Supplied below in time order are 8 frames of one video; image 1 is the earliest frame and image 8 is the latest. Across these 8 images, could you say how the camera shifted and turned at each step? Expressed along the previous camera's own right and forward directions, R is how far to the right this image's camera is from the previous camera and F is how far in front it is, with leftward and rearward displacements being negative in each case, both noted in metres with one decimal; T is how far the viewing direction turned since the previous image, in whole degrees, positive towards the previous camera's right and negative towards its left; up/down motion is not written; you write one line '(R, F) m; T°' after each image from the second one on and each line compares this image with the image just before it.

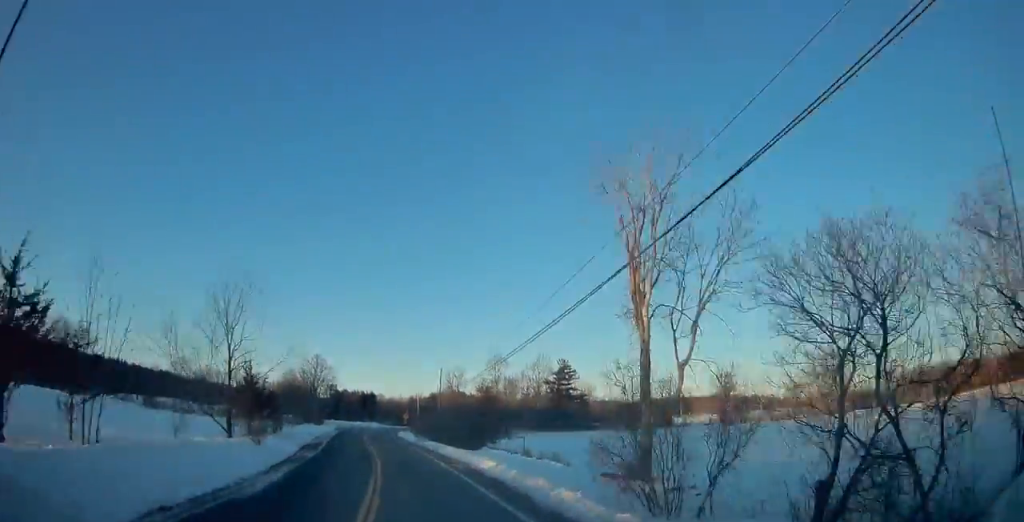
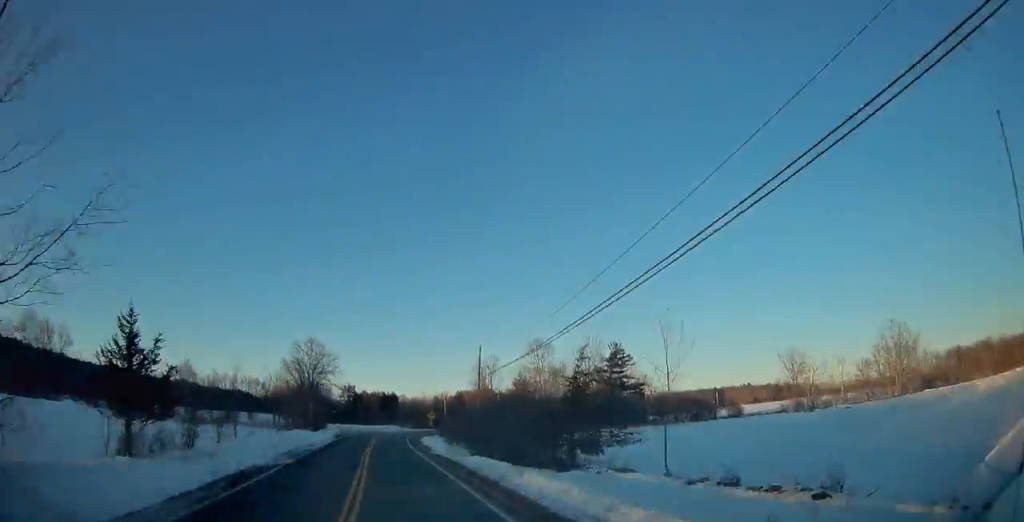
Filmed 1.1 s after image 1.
(-0.3, +20.9) m; -1°
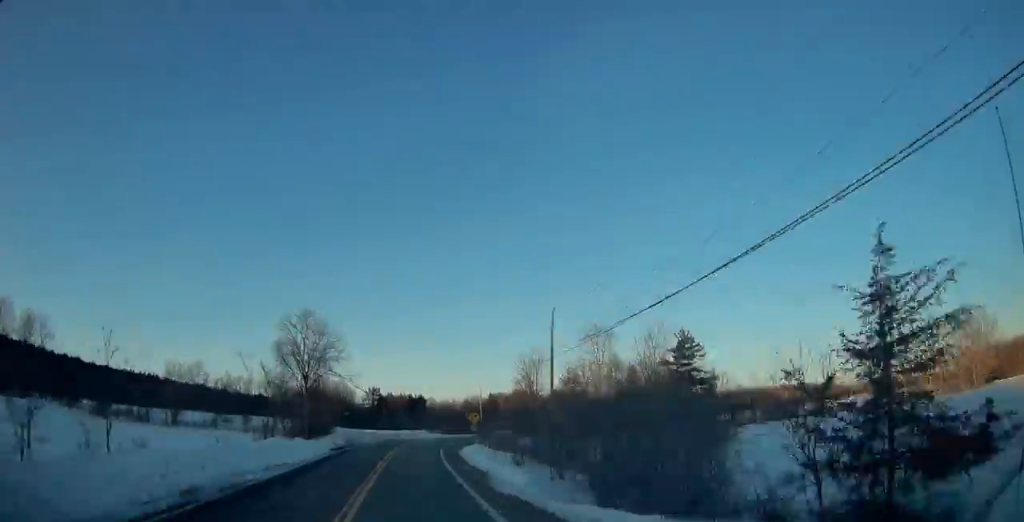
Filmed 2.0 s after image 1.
(-0.4, +18.1) m; 0°
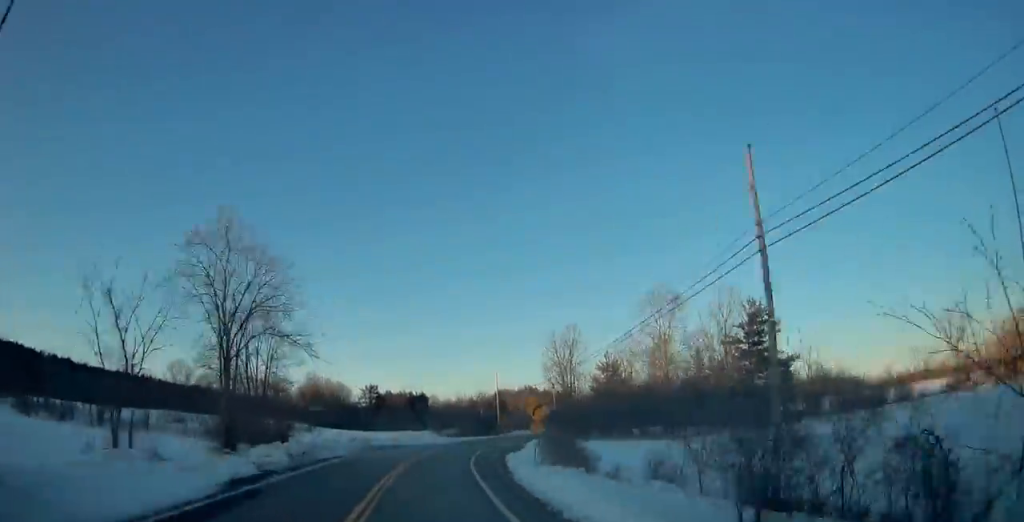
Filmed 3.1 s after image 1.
(+0.1, +22.0) m; +2°
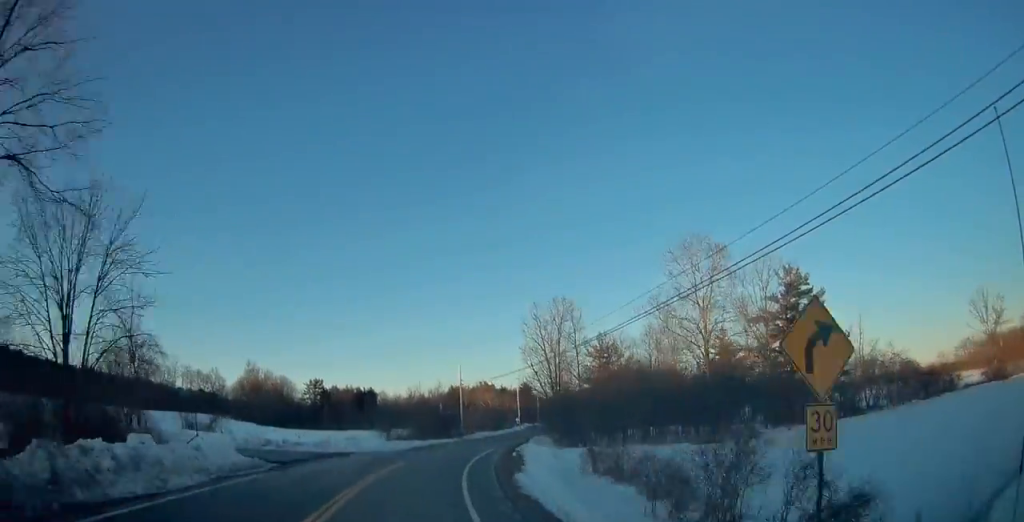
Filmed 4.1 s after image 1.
(-0.5, +19.4) m; +3°
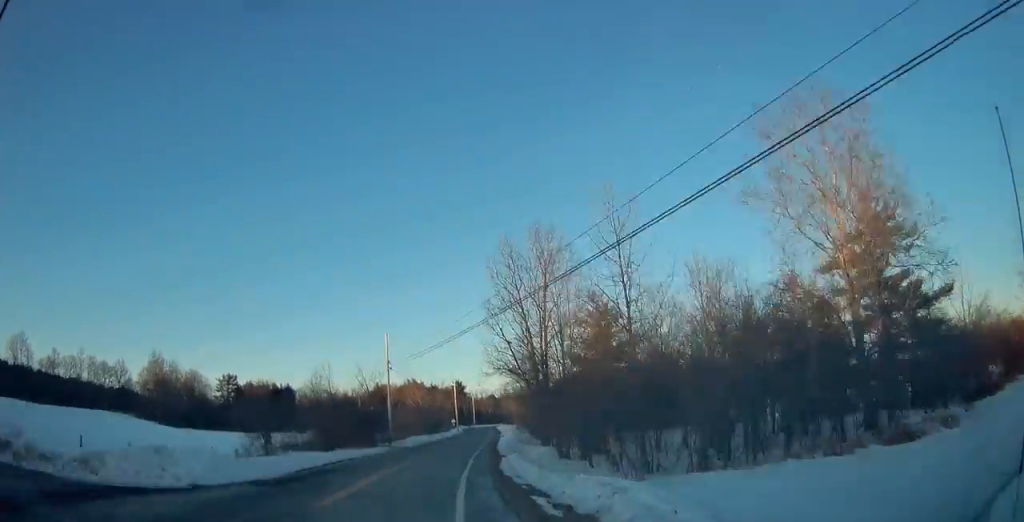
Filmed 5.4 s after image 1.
(+1.7, +24.8) m; +5°
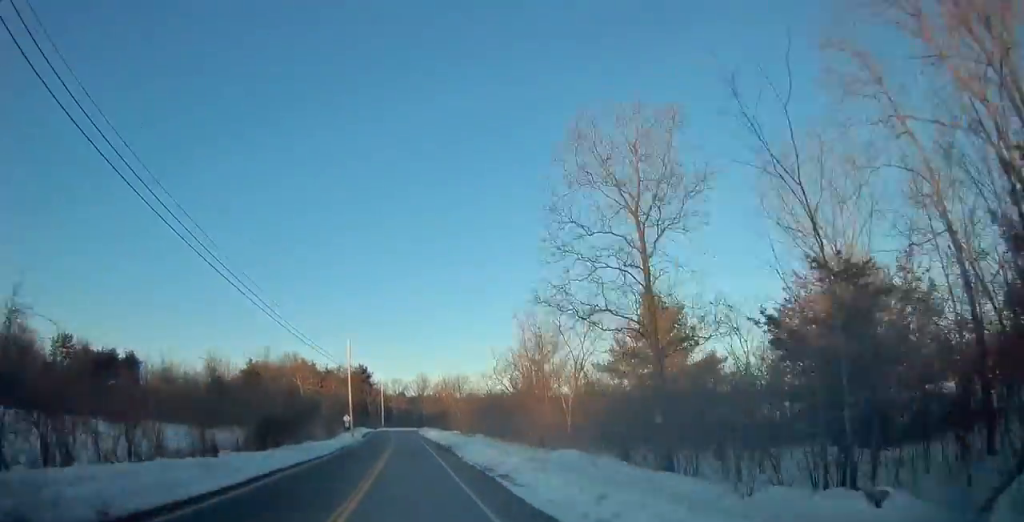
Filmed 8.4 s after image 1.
(+5.4, +59.8) m; +8°
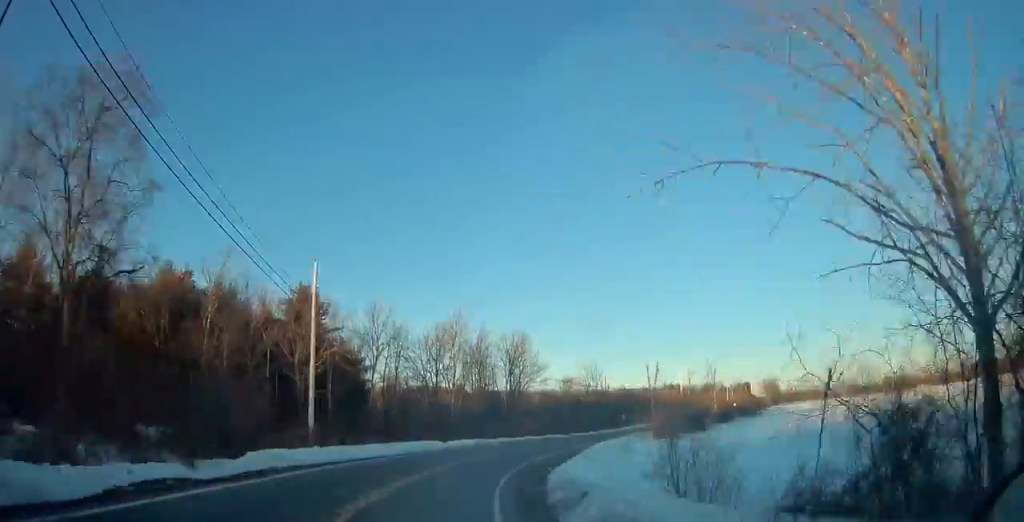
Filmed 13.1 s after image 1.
(+1.5, +93.5) m; +9°
